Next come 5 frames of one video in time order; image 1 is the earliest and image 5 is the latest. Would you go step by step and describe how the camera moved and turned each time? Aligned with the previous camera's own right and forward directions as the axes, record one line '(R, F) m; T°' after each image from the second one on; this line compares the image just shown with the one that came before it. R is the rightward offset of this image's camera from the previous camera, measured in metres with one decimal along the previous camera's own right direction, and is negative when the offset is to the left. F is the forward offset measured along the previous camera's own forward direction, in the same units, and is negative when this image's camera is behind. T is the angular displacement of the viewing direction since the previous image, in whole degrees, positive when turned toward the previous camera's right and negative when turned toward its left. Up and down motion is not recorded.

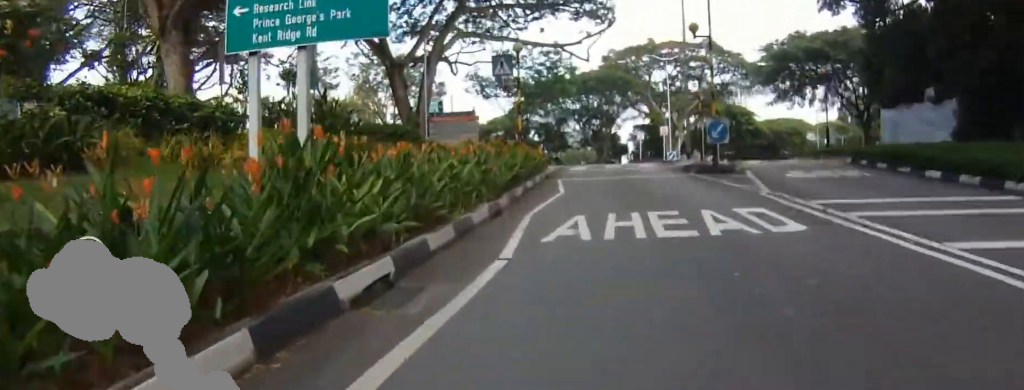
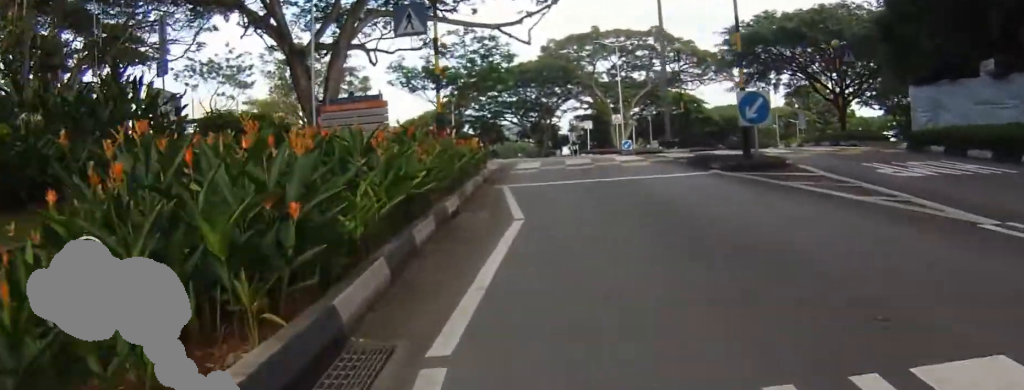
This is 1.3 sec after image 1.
(-0.5, +8.6) m; -11°
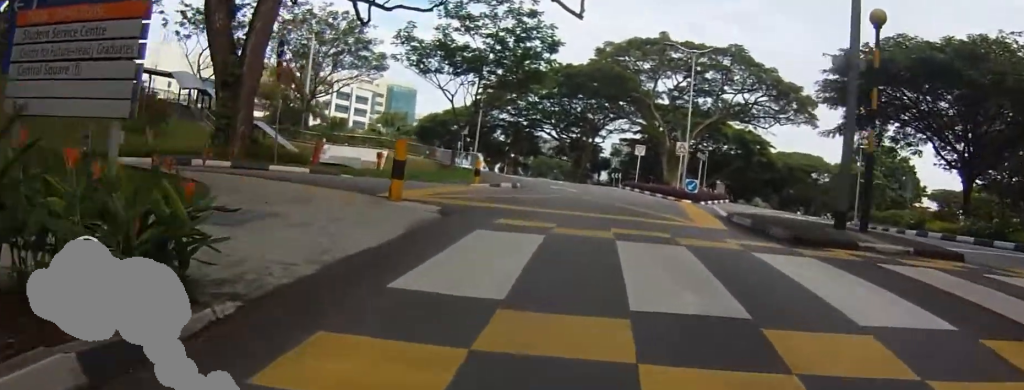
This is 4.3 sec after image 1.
(-0.6, +17.8) m; +1°
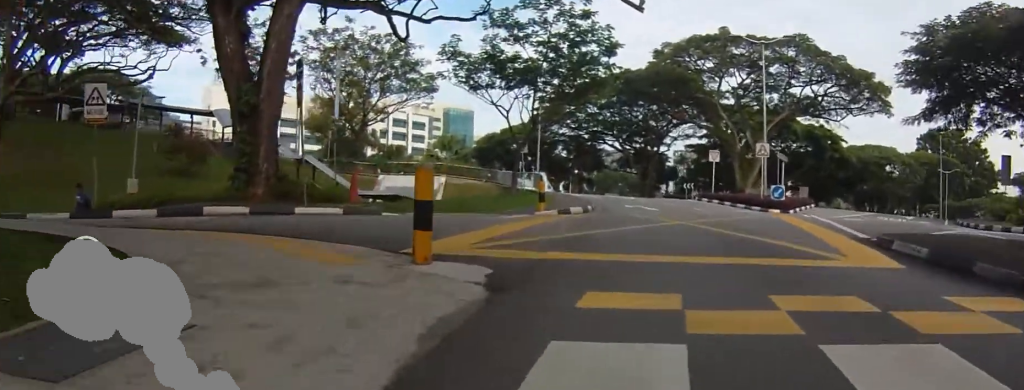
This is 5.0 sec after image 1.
(+0.1, +3.4) m; +8°
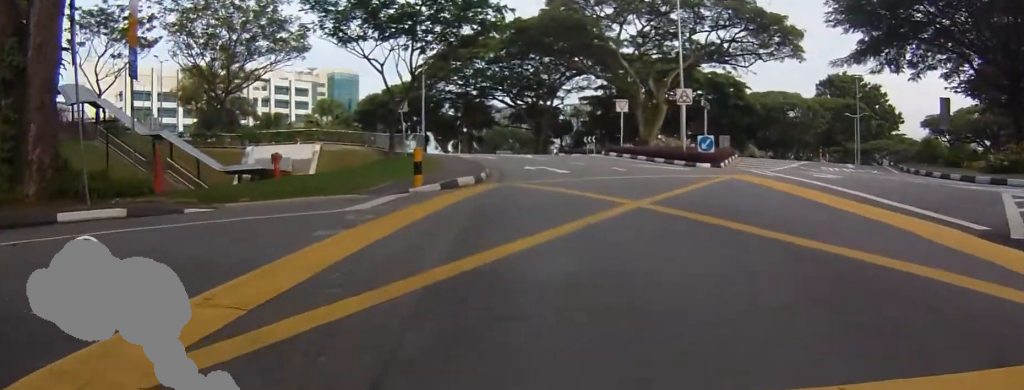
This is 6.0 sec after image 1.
(+0.7, +5.4) m; +4°
